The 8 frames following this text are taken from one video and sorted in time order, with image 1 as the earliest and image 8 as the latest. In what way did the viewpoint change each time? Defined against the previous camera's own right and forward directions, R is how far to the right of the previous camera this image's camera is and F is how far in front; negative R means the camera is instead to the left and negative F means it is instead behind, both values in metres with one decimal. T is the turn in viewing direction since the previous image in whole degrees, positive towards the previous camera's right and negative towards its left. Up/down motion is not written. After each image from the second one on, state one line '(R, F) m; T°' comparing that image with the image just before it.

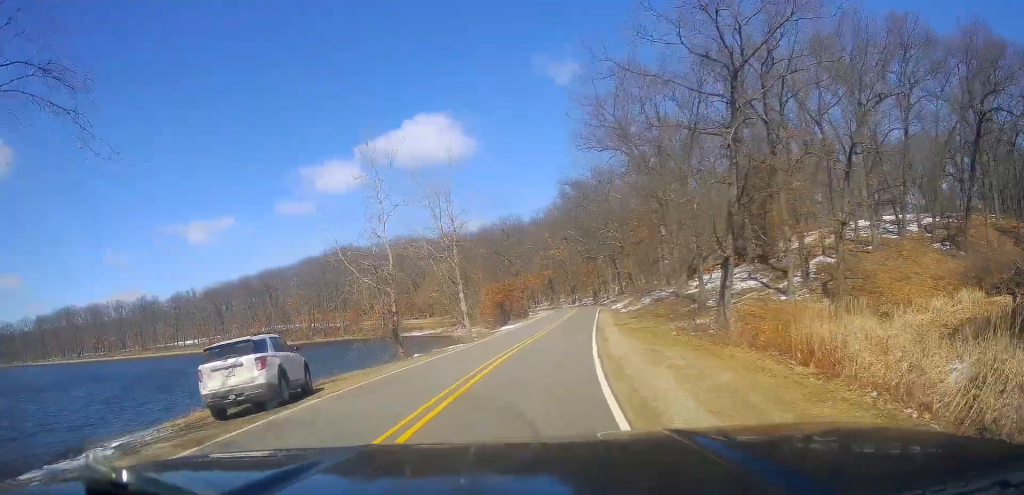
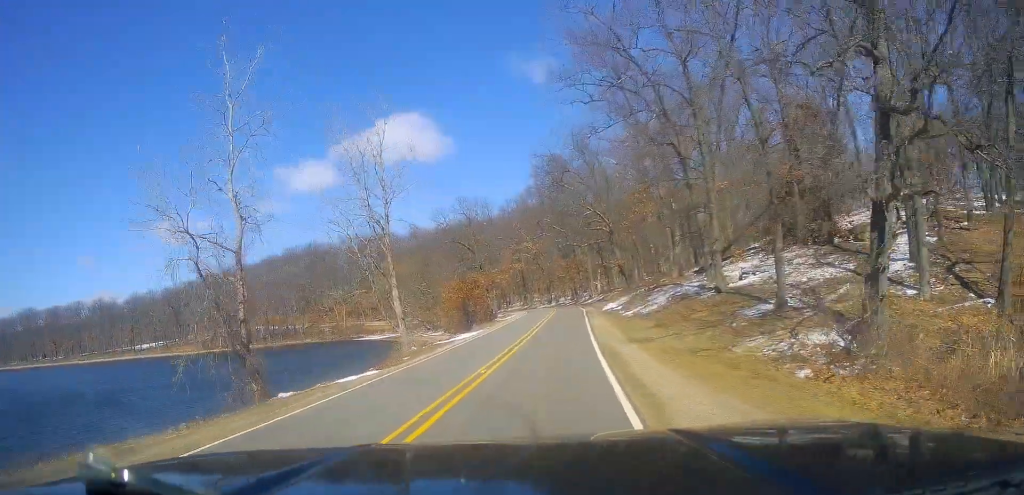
(+0.3, +14.9) m; +5°
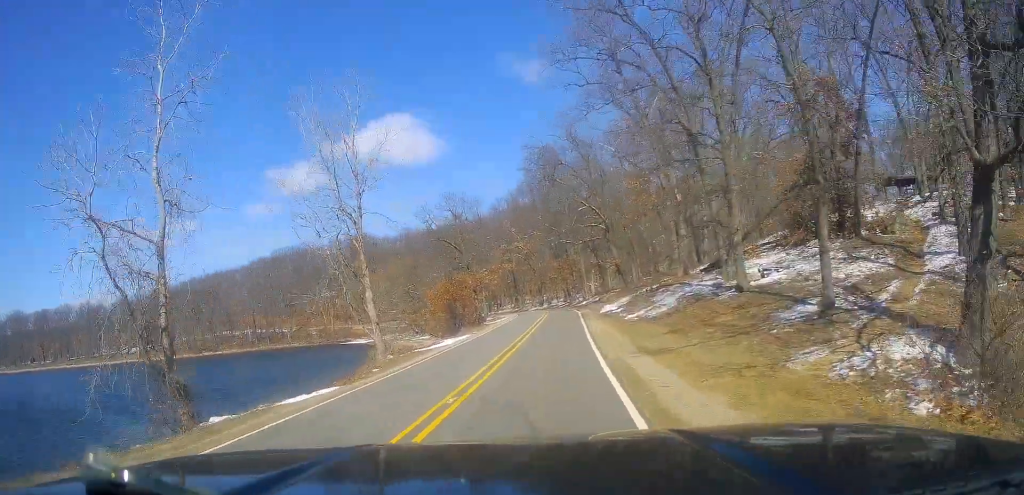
(+0.3, +3.9) m; +3°
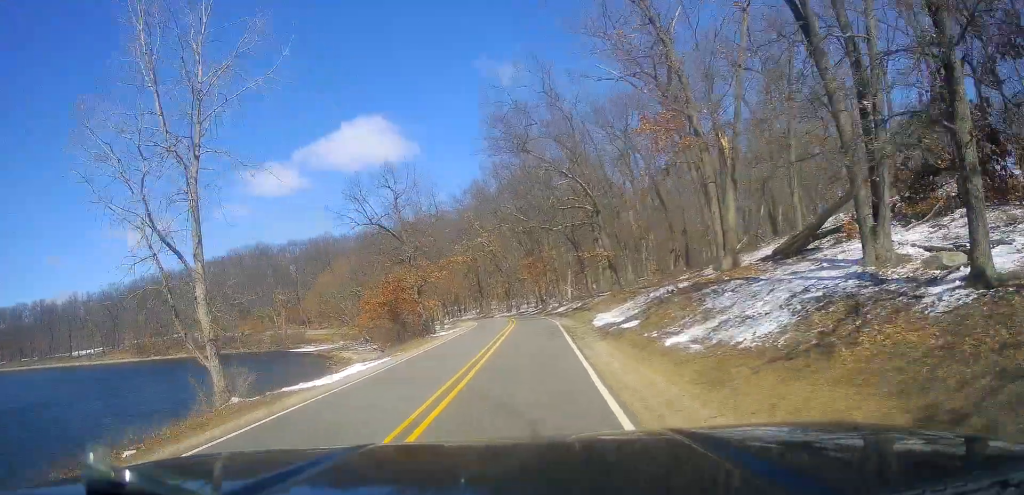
(-0.6, +13.6) m; -5°
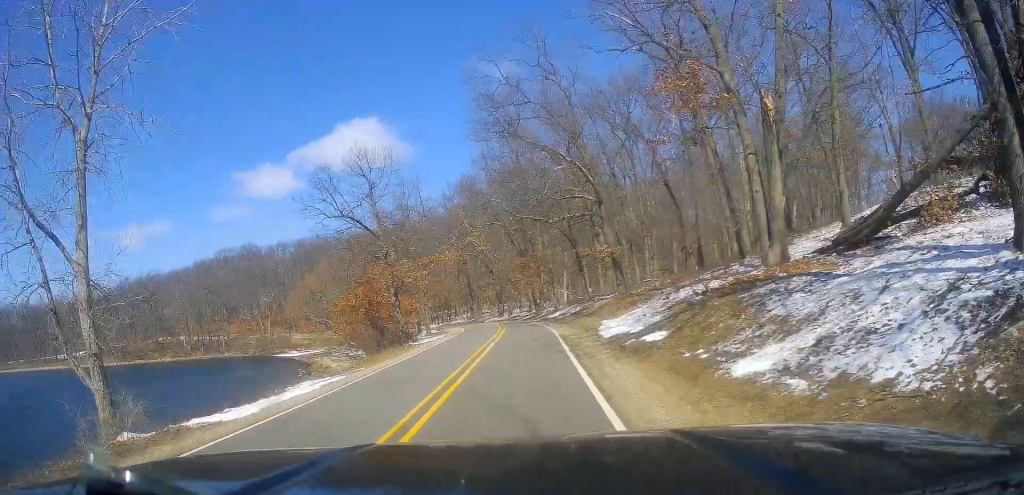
(-0.2, +5.3) m; 0°
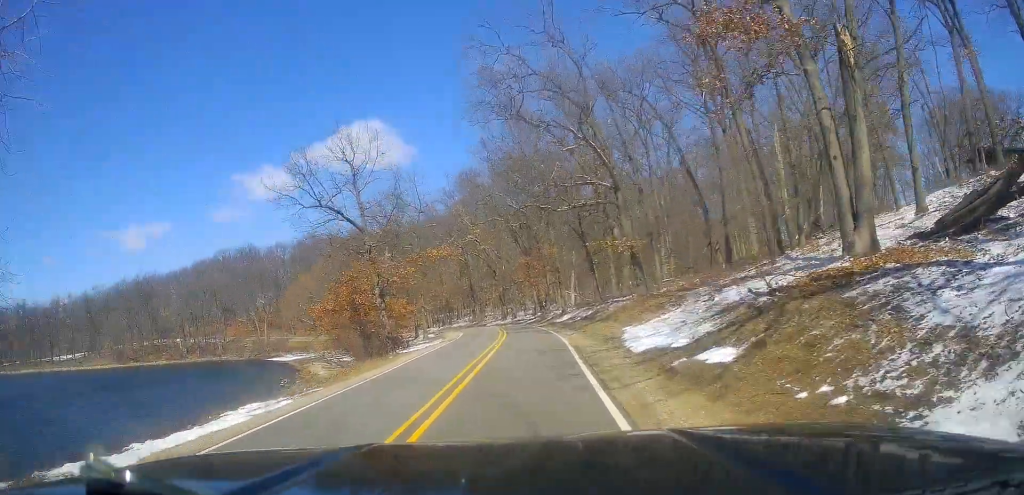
(+0.2, +5.1) m; +2°
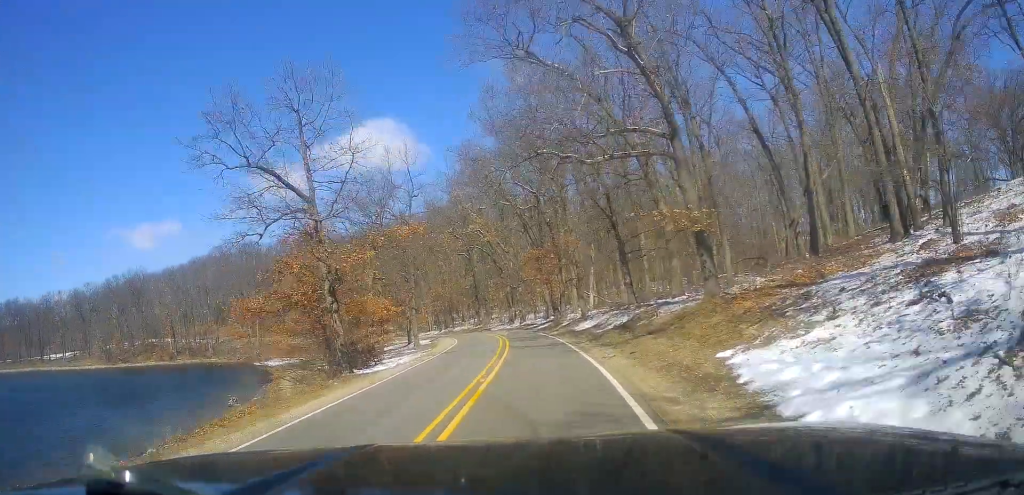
(+0.3, +10.3) m; -1°
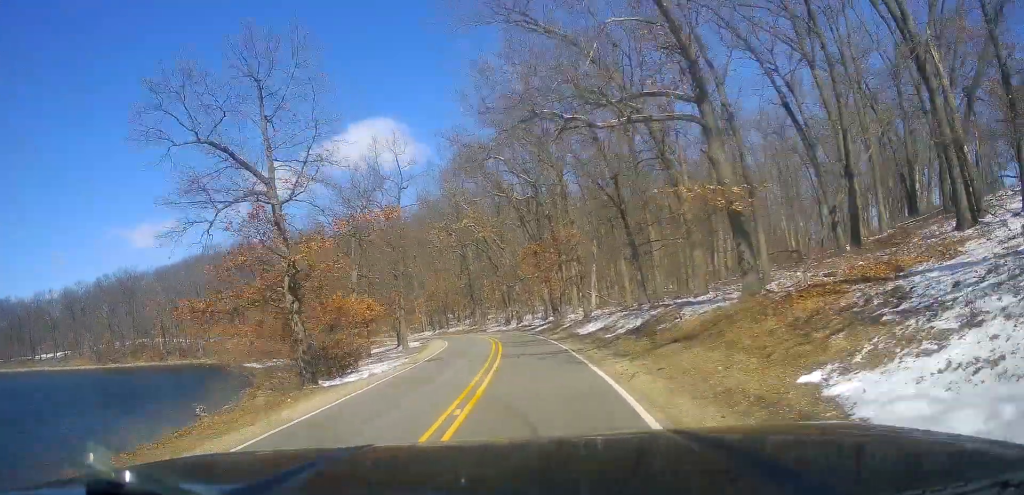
(-0.2, +4.0) m; 0°
